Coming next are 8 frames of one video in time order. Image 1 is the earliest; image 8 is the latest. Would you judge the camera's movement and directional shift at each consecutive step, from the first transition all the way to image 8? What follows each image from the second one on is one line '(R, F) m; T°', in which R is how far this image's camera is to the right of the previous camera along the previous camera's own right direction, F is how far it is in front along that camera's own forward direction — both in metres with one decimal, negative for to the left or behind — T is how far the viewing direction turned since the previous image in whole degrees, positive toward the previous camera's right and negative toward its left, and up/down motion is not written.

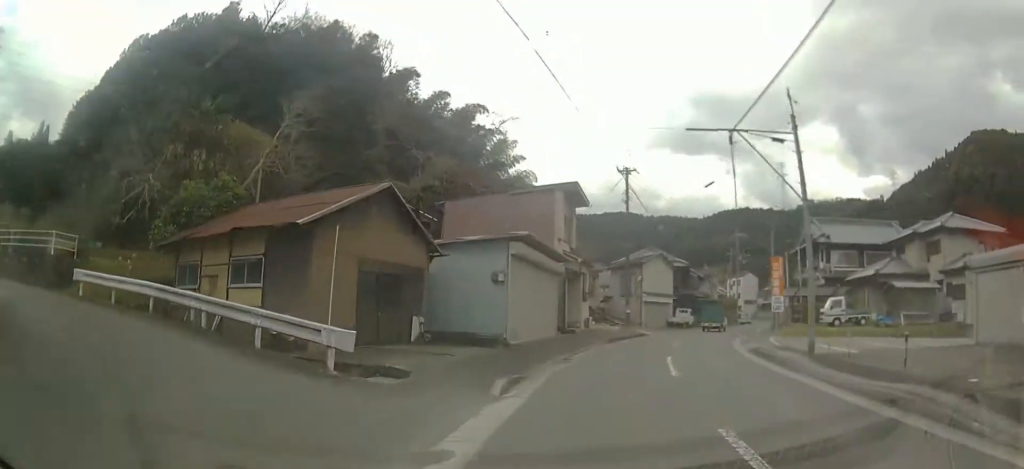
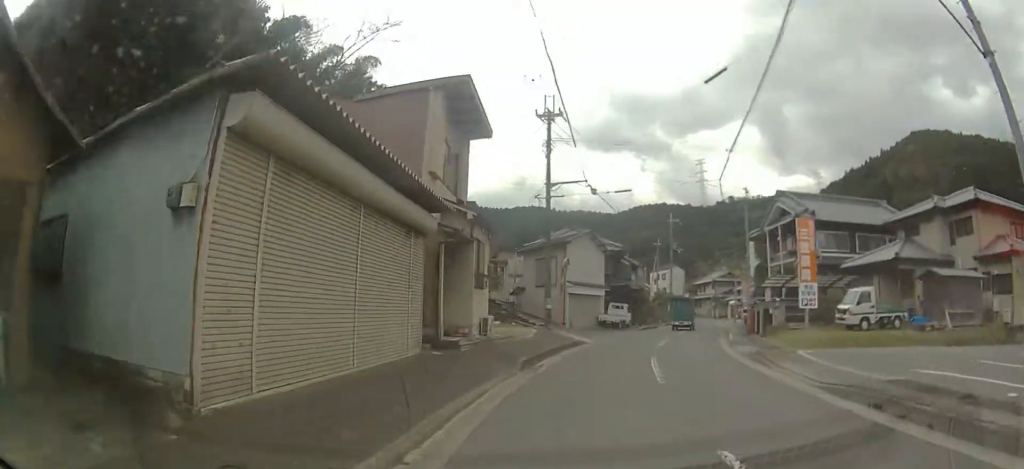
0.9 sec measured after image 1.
(+0.6, +11.2) m; +8°
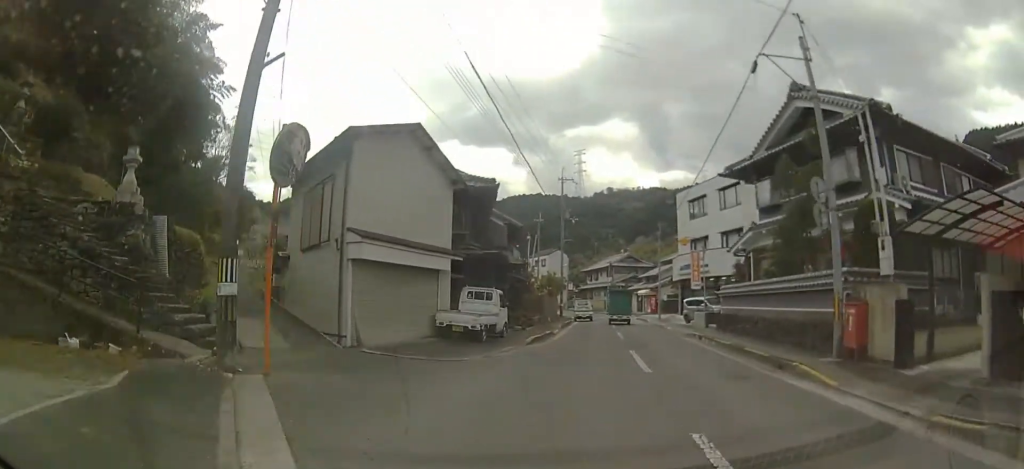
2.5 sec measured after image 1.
(+2.8, +19.0) m; +17°
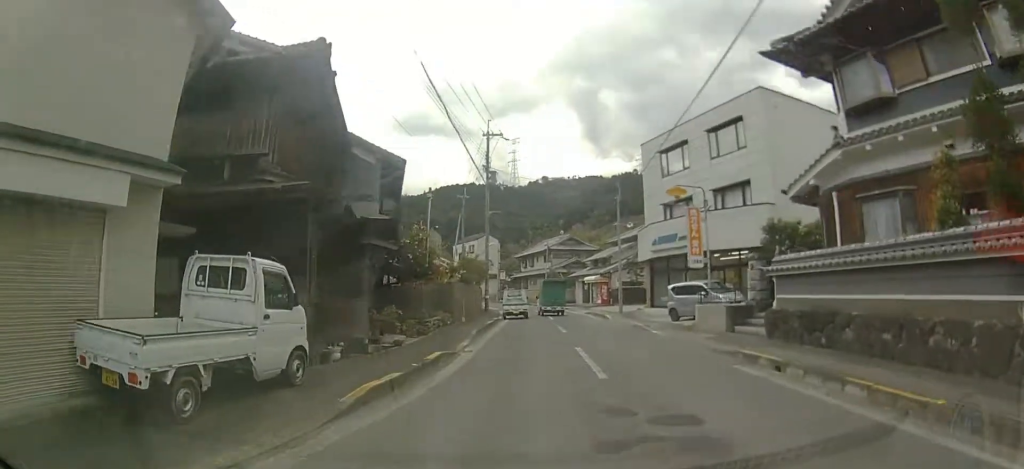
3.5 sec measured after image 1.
(+0.9, +11.9) m; +8°
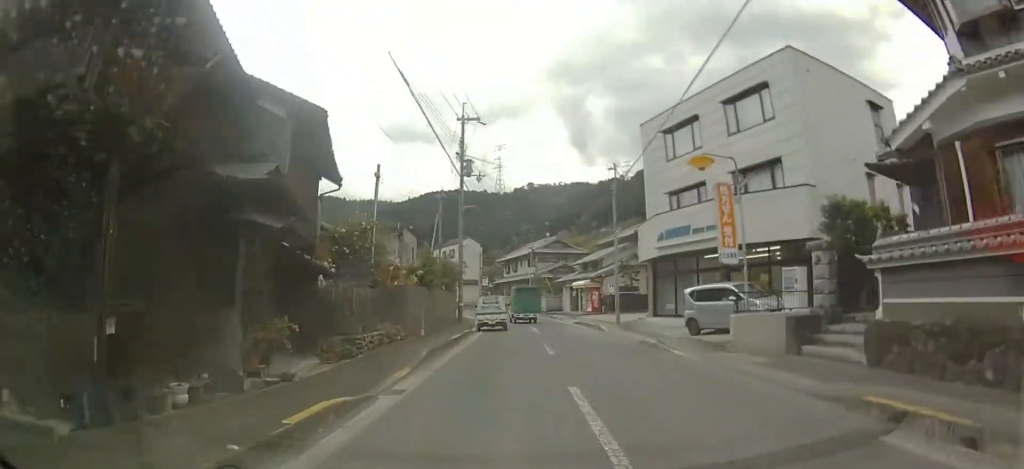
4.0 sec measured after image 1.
(+0.3, +5.3) m; +2°
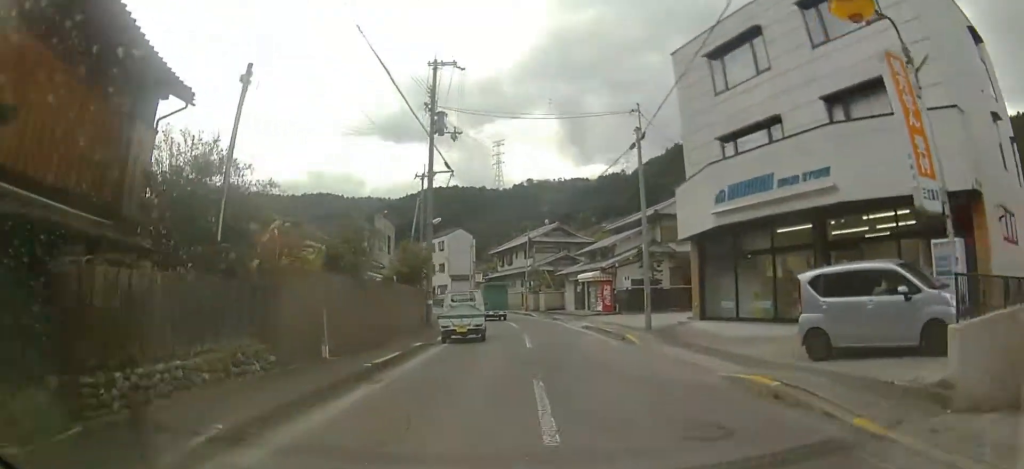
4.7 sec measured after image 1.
(+0.4, +8.7) m; +3°
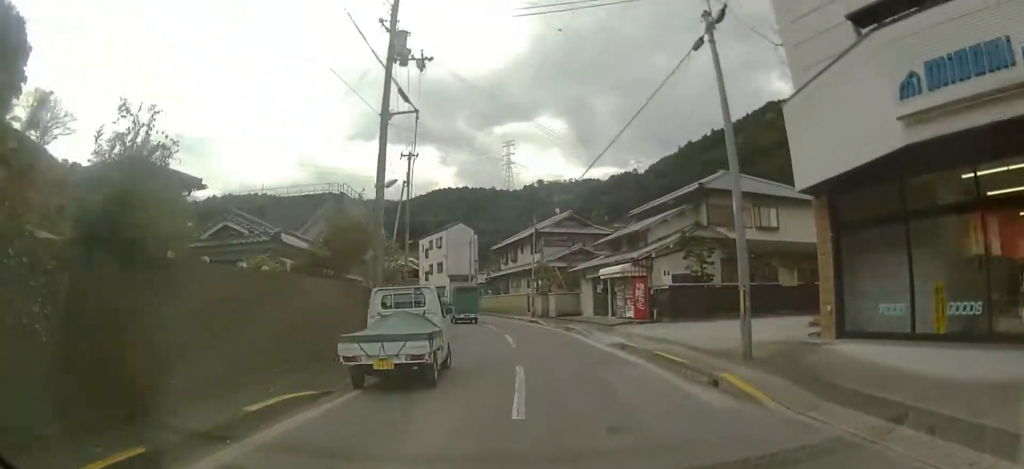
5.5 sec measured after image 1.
(0.0, +9.3) m; -1°
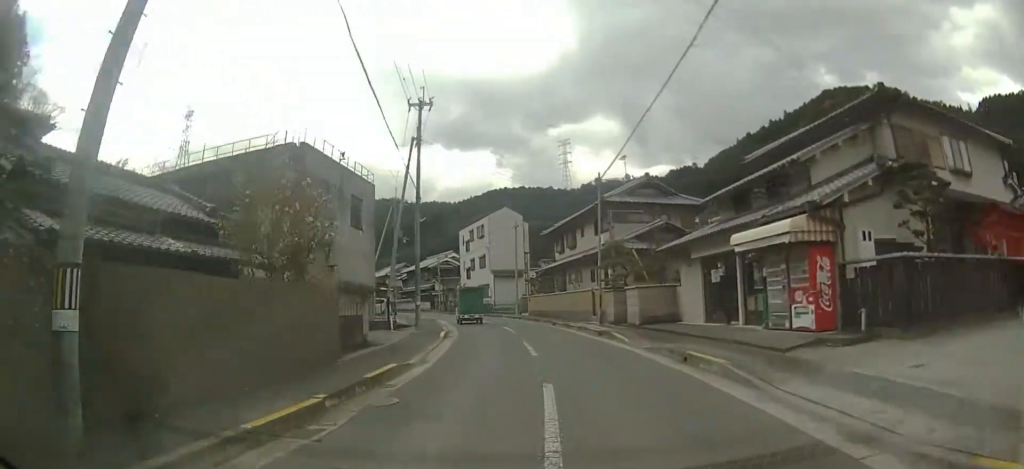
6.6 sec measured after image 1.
(-0.2, +13.1) m; -5°
